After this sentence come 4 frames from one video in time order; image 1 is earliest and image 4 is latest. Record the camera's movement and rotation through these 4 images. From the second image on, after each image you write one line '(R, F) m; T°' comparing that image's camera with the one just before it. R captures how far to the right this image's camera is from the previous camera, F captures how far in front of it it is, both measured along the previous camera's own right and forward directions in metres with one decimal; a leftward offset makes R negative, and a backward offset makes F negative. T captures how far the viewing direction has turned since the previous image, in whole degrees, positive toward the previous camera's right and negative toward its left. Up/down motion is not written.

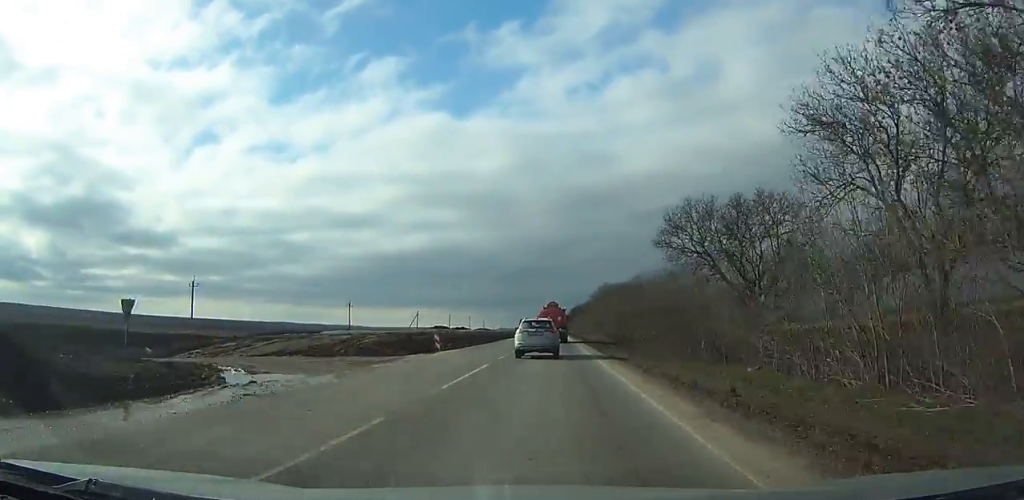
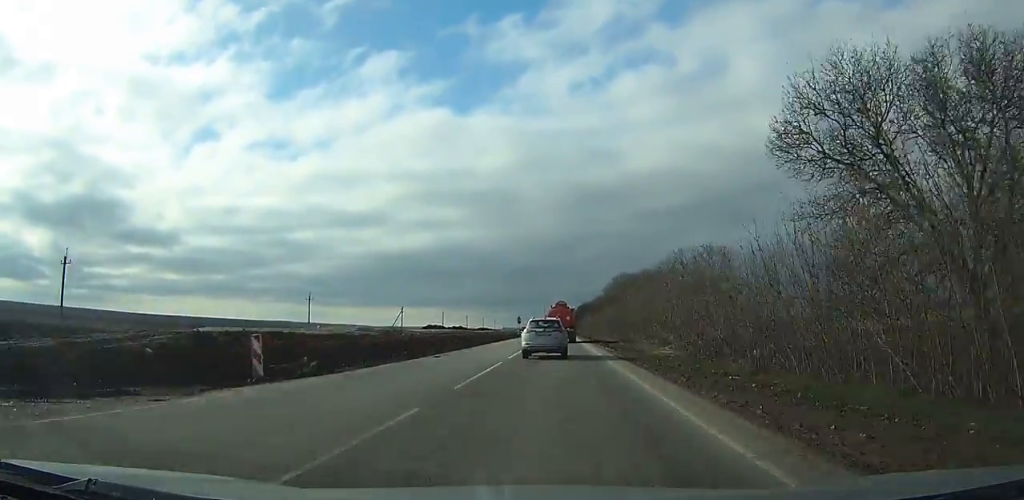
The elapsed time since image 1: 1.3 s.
(-0.1, +24.2) m; 0°
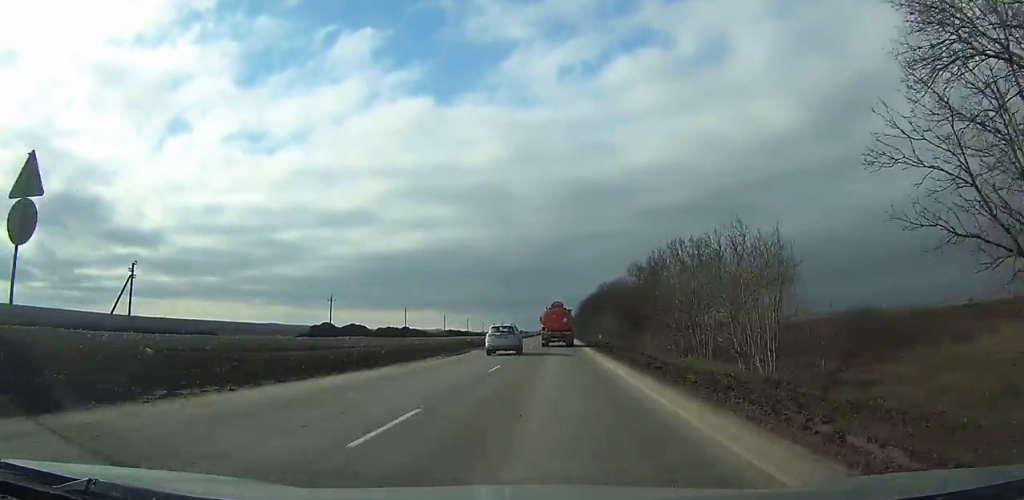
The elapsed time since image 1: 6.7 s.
(+0.3, +104.8) m; 0°
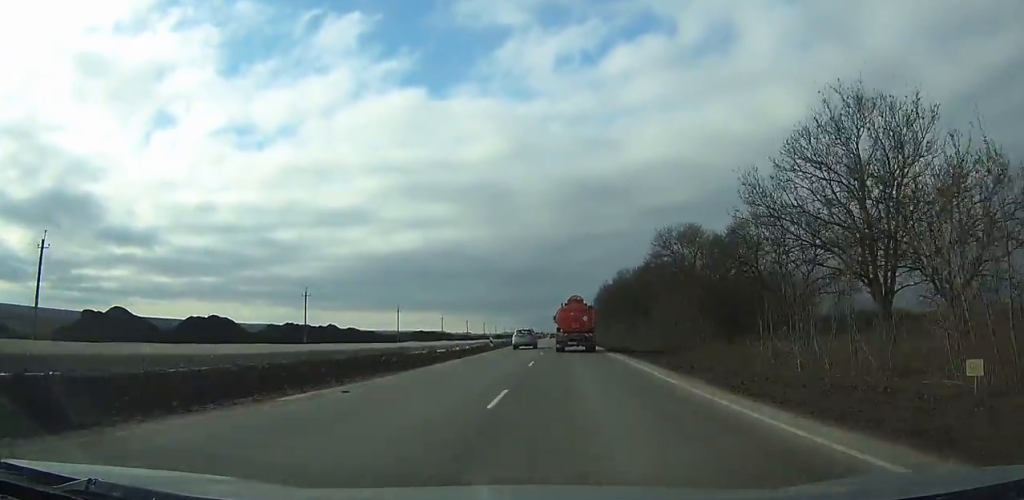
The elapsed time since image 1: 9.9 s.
(-0.2, +70.5) m; 0°
